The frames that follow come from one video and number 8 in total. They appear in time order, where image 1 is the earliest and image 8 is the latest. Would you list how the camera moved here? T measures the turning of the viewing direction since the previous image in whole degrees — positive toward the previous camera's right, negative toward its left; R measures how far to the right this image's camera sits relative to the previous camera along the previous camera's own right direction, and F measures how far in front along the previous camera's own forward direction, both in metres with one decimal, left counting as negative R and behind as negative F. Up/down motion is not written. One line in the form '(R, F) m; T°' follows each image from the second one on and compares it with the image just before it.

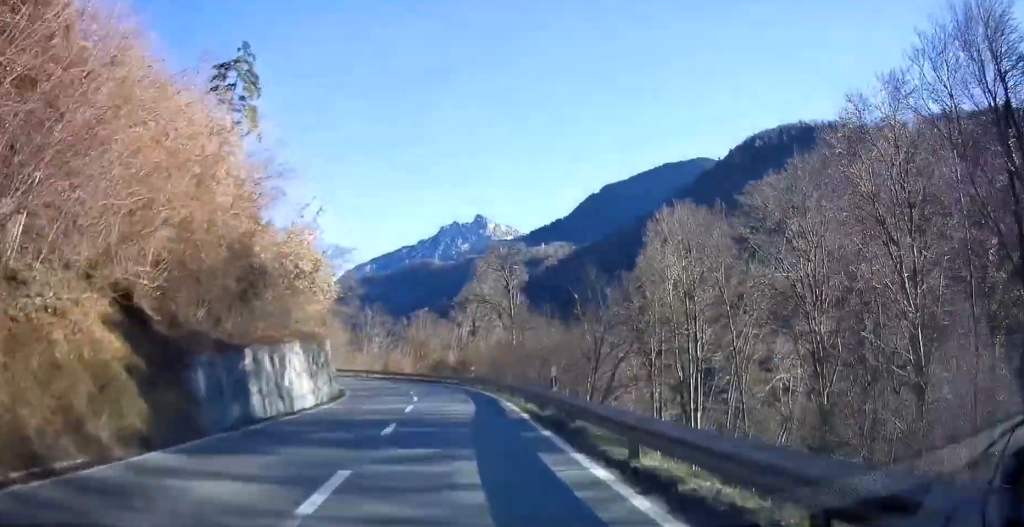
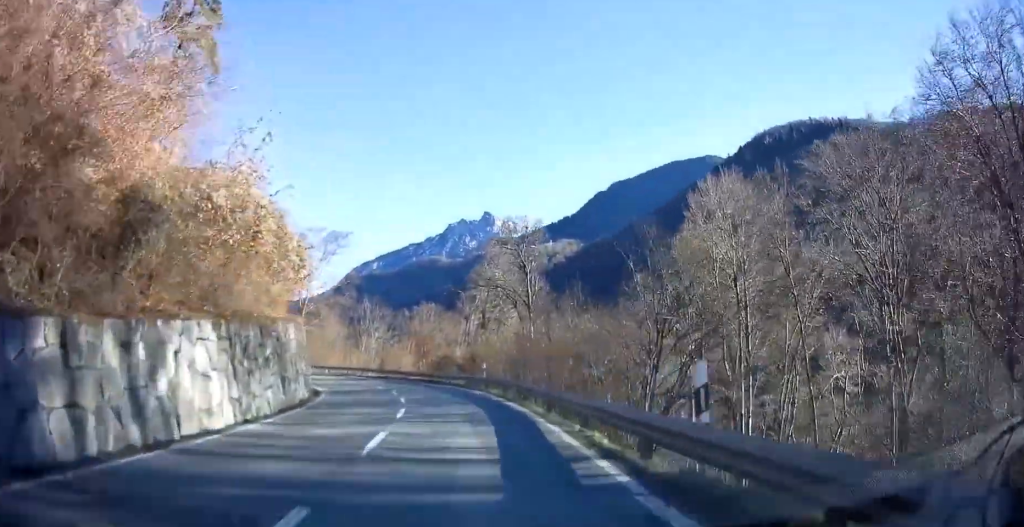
(+0.2, +8.5) m; 0°
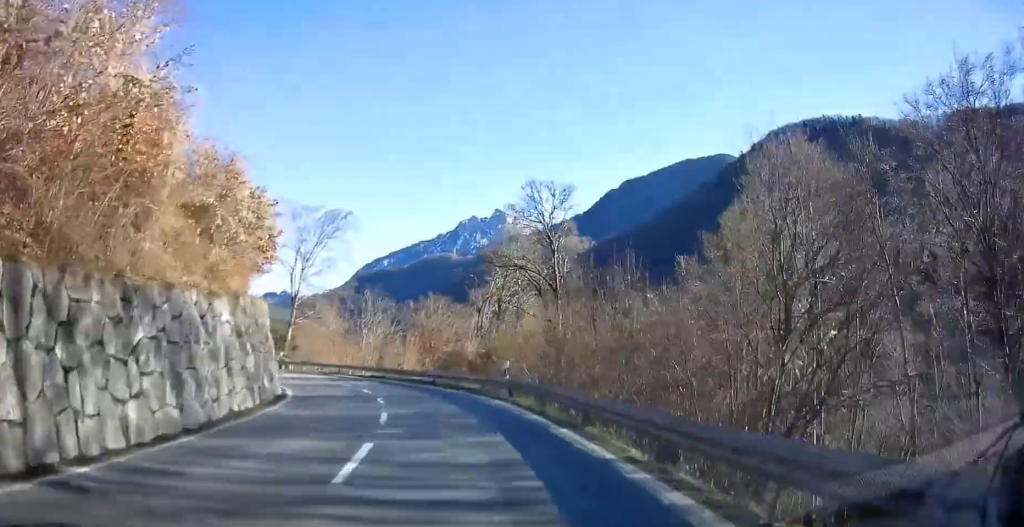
(+0.2, +7.9) m; 0°
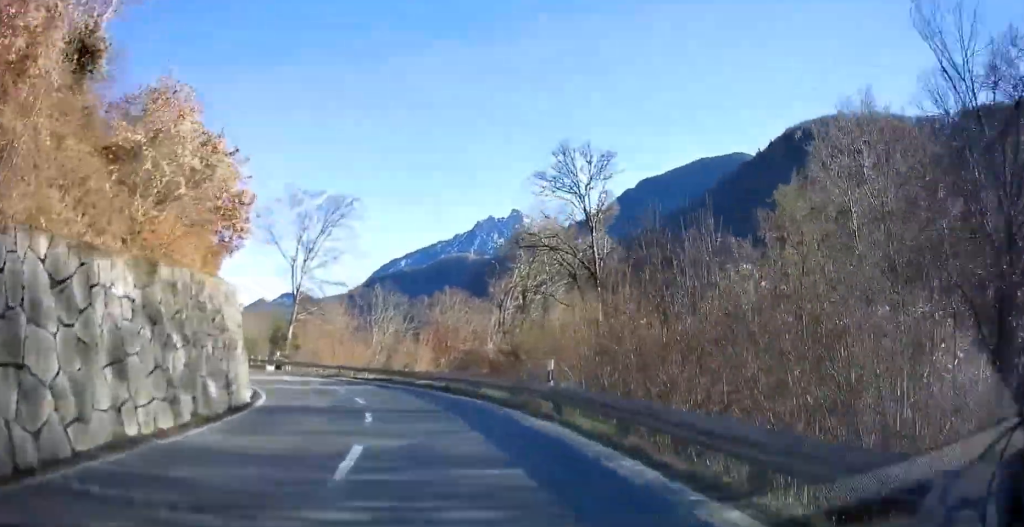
(-0.2, +6.5) m; -2°
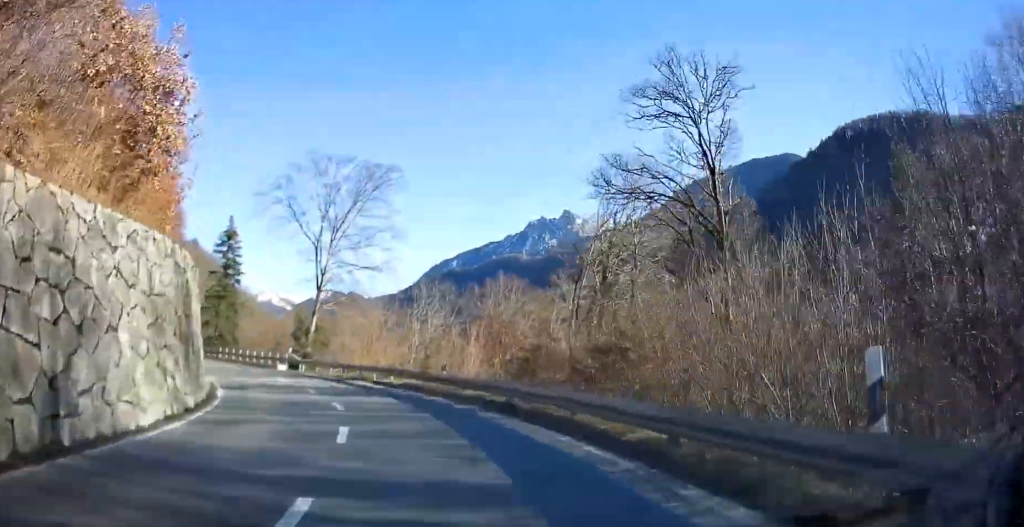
(+0.1, +9.7) m; -3°
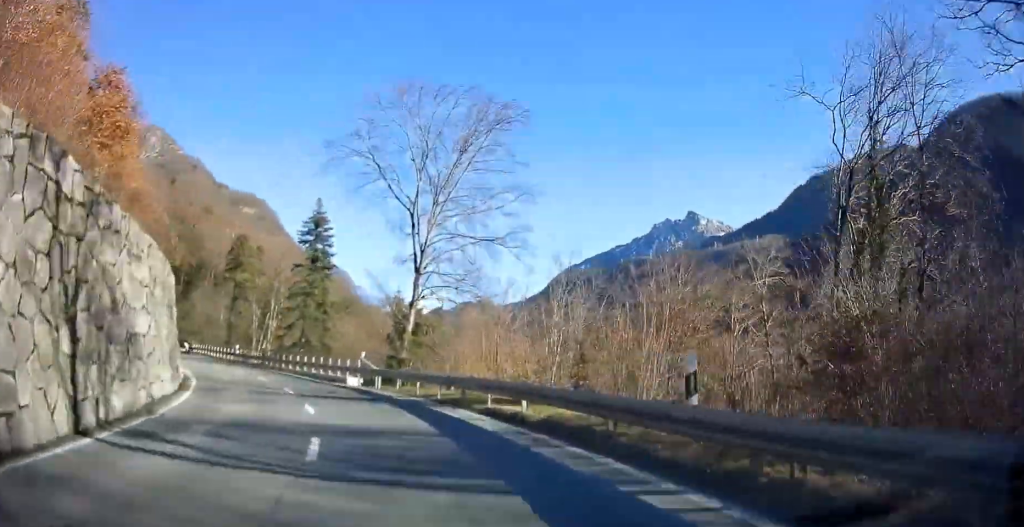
(-1.0, +14.3) m; -10°
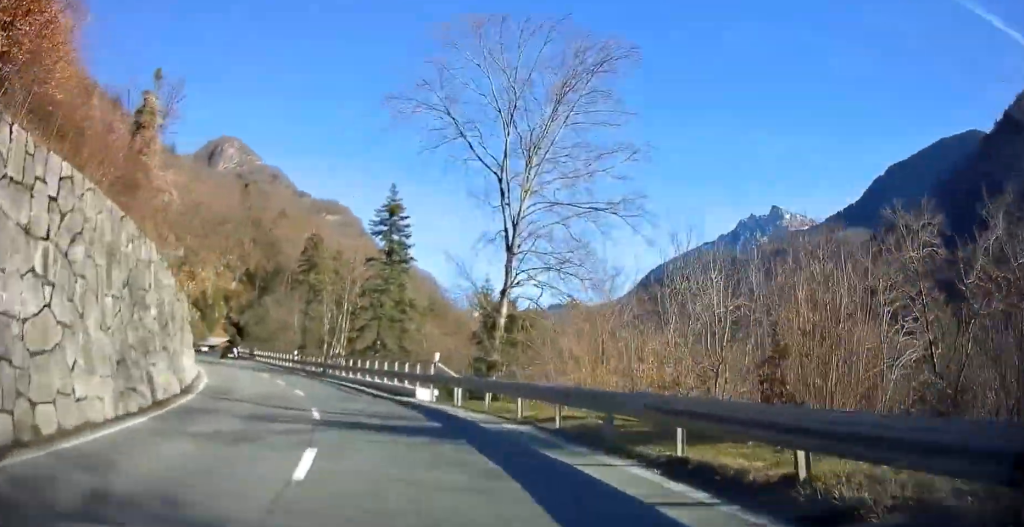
(-0.8, +7.8) m; -8°
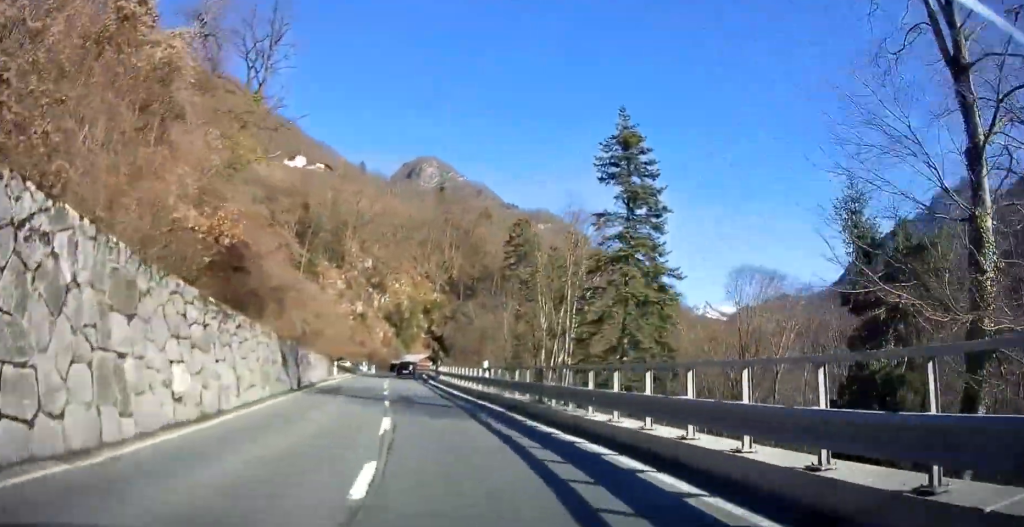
(-3.5, +18.8) m; -19°
